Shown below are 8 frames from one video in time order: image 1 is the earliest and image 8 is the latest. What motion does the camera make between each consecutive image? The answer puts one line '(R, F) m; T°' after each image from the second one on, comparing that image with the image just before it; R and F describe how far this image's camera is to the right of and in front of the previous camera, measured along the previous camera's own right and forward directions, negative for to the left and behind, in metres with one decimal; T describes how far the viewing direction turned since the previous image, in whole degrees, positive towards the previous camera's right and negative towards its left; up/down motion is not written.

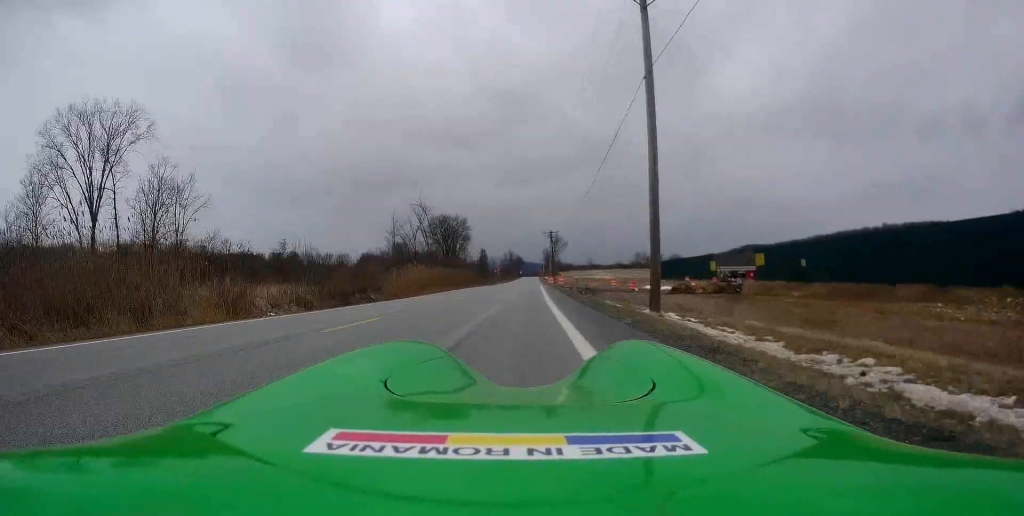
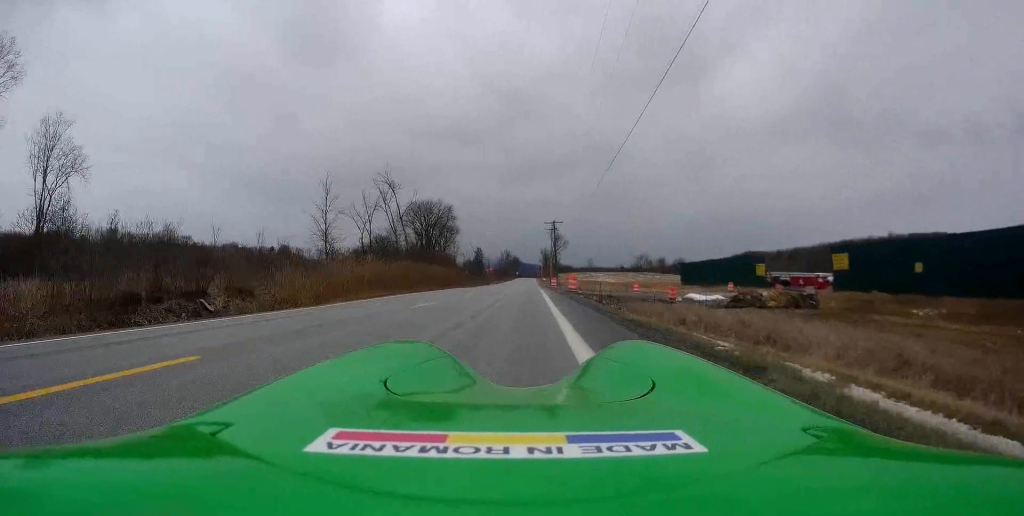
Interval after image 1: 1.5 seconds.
(-0.3, +18.0) m; -4°
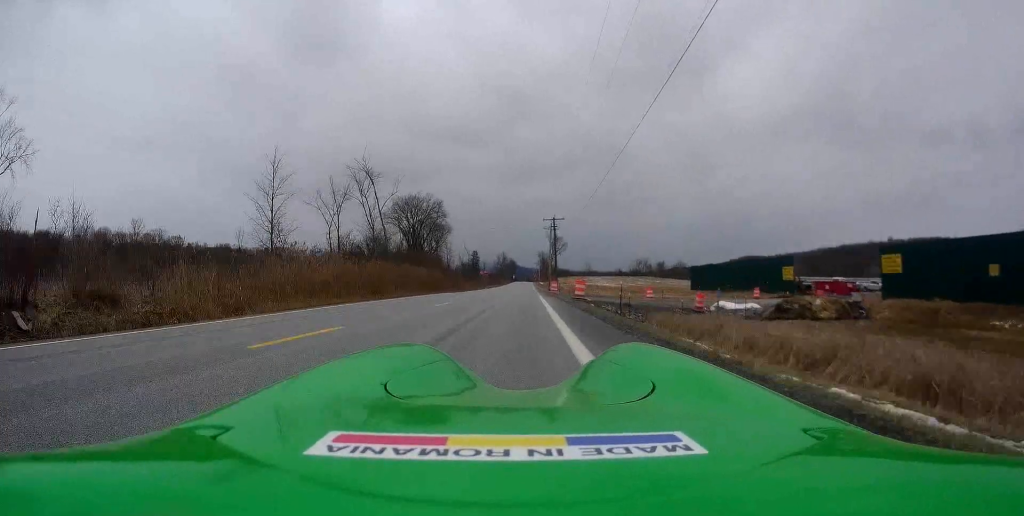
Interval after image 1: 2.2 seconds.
(0.0, +7.9) m; +1°
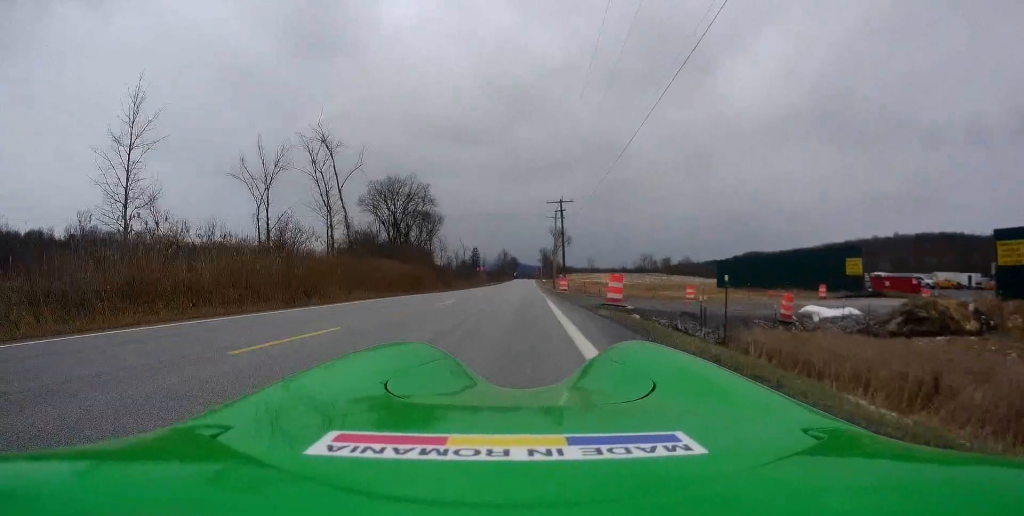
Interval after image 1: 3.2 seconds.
(+0.2, +12.4) m; +1°
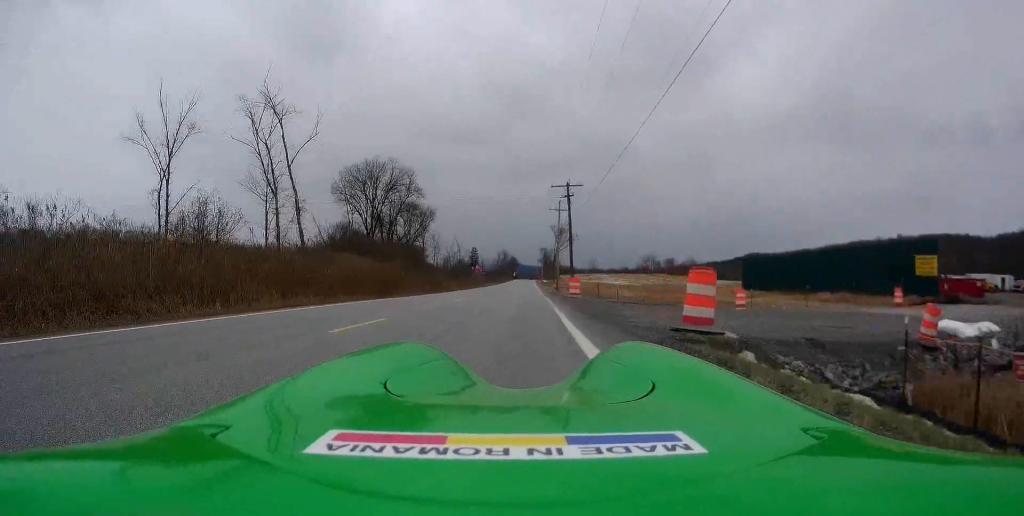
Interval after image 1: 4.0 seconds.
(0.0, +9.5) m; 0°
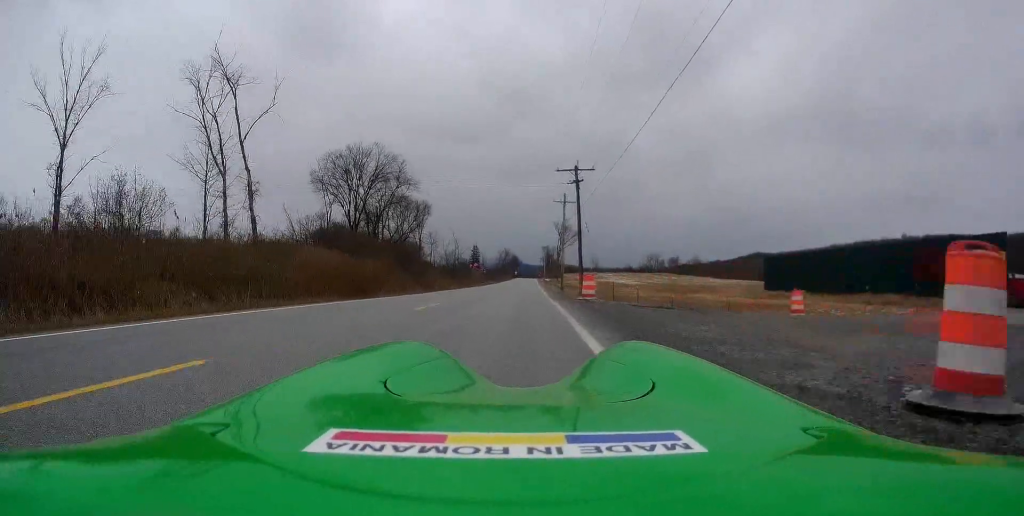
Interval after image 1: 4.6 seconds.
(-0.2, +6.5) m; 0°
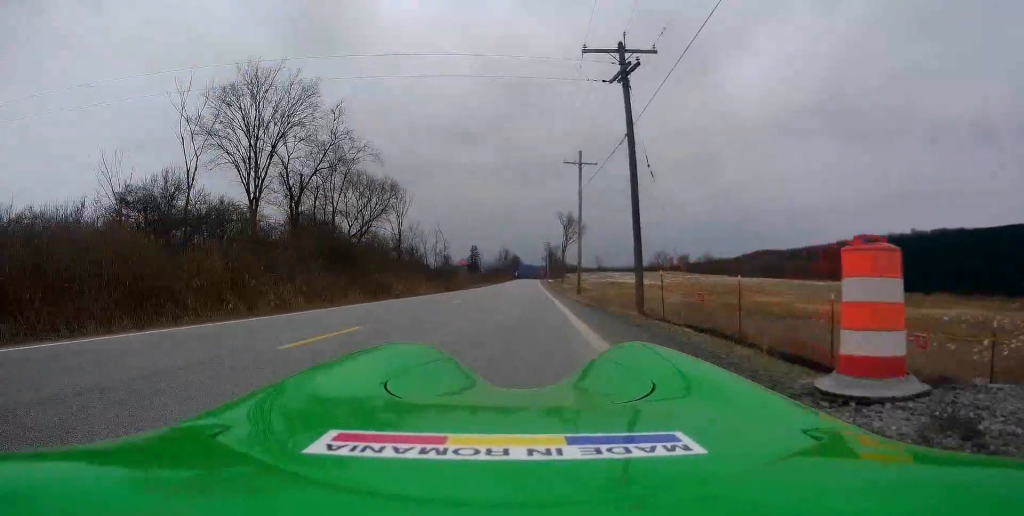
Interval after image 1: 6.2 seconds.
(+0.2, +20.0) m; 0°
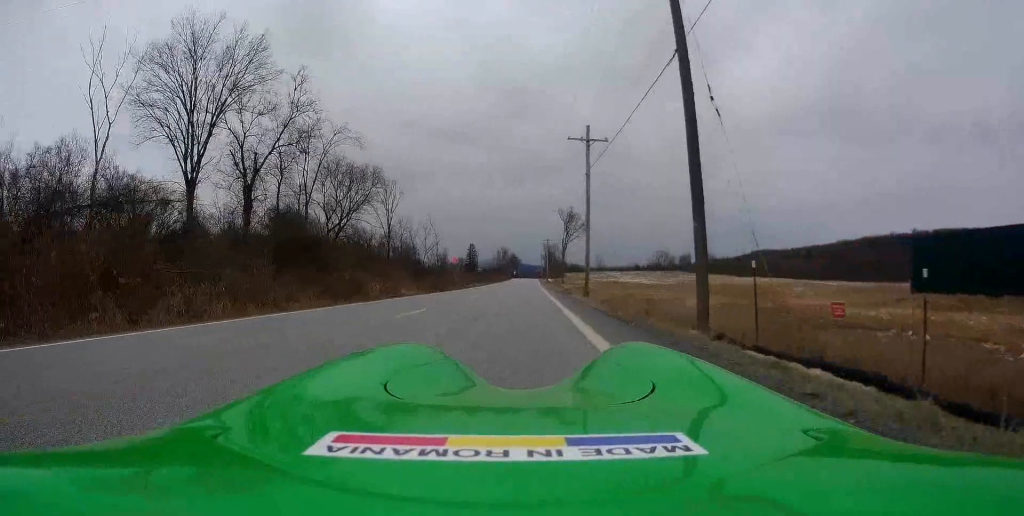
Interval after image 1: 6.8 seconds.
(-0.1, +7.0) m; 0°
